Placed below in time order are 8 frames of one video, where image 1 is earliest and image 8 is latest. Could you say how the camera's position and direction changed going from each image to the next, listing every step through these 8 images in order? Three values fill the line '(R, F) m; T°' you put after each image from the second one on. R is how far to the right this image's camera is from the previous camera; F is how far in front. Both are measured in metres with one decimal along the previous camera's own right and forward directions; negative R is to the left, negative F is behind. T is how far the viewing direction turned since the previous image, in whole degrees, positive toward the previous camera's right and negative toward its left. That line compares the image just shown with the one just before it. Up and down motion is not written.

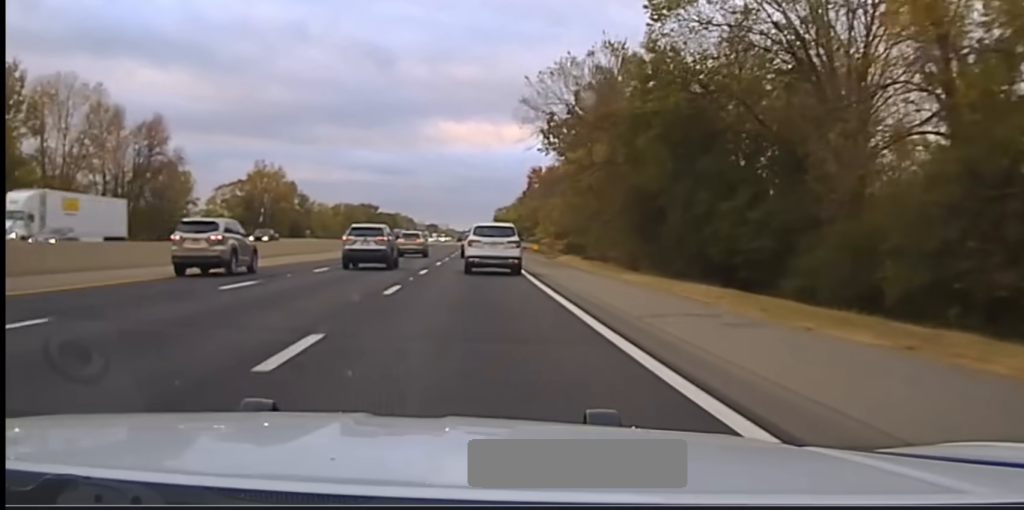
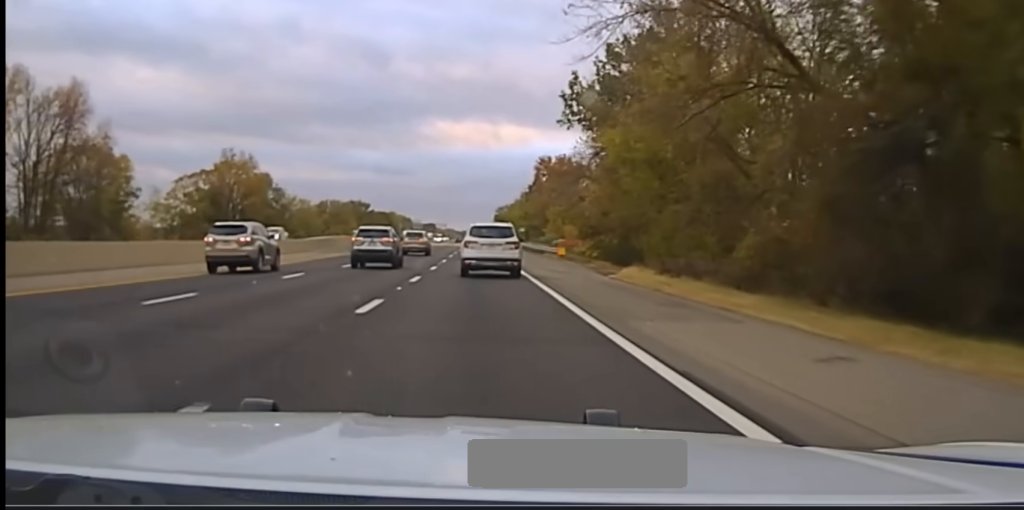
(0.0, +31.8) m; -1°
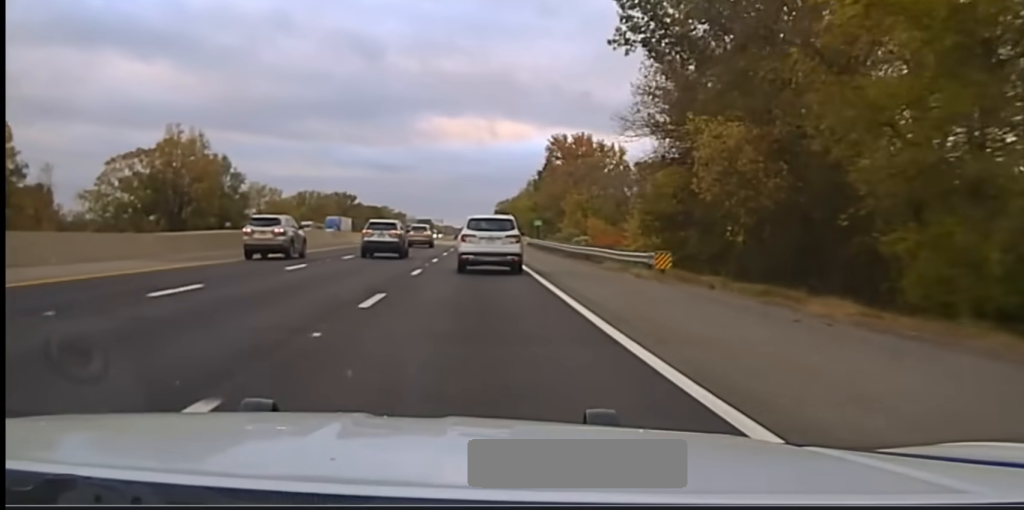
(-0.3, +36.6) m; 0°
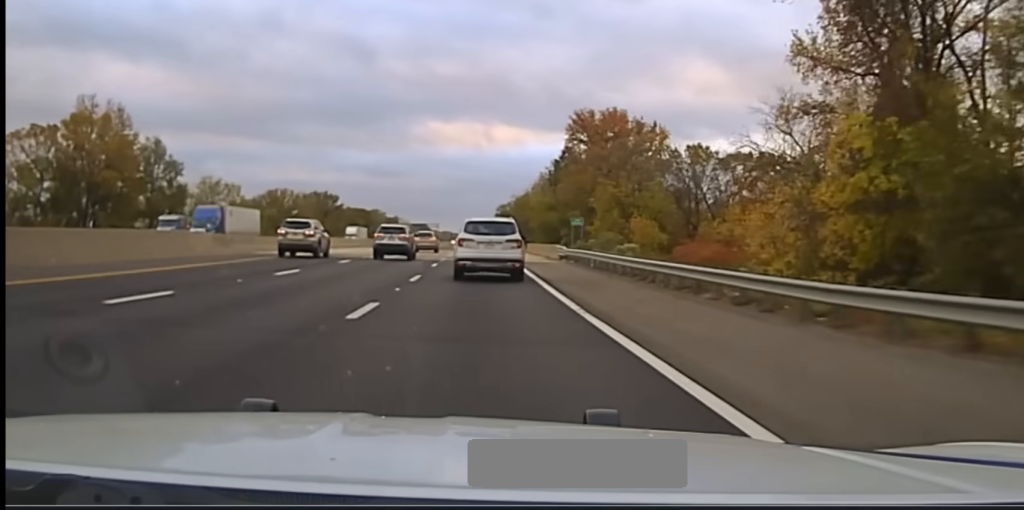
(+0.4, +37.8) m; +1°
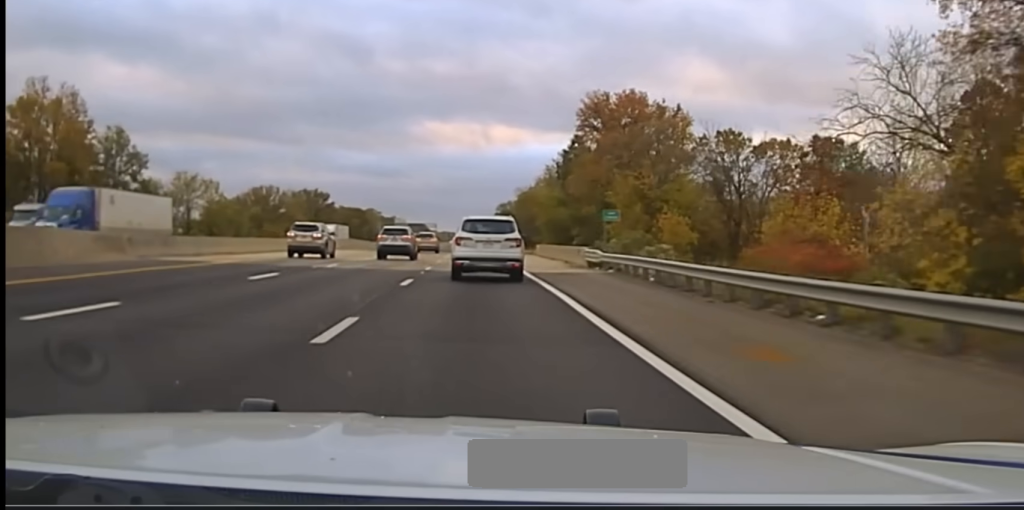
(0.0, +14.3) m; 0°
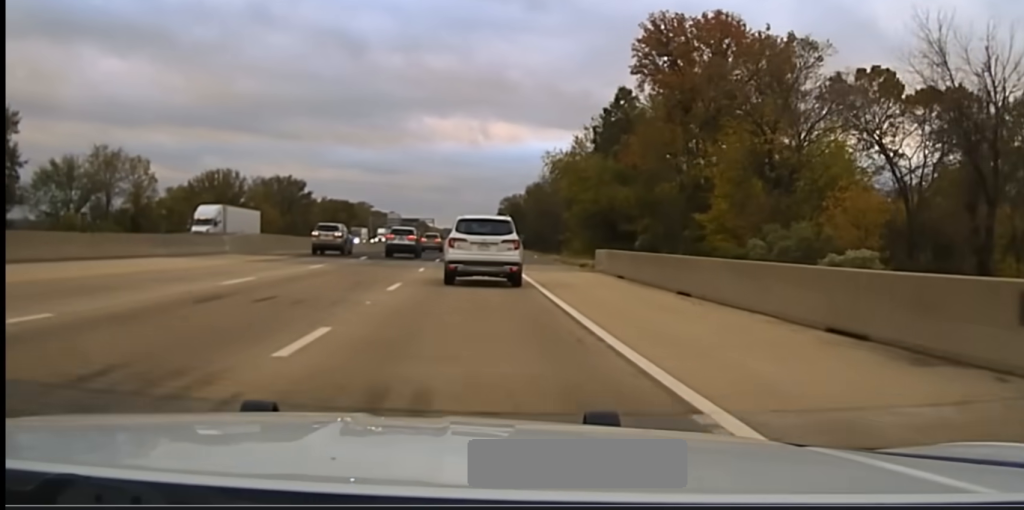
(0.0, +34.0) m; 0°
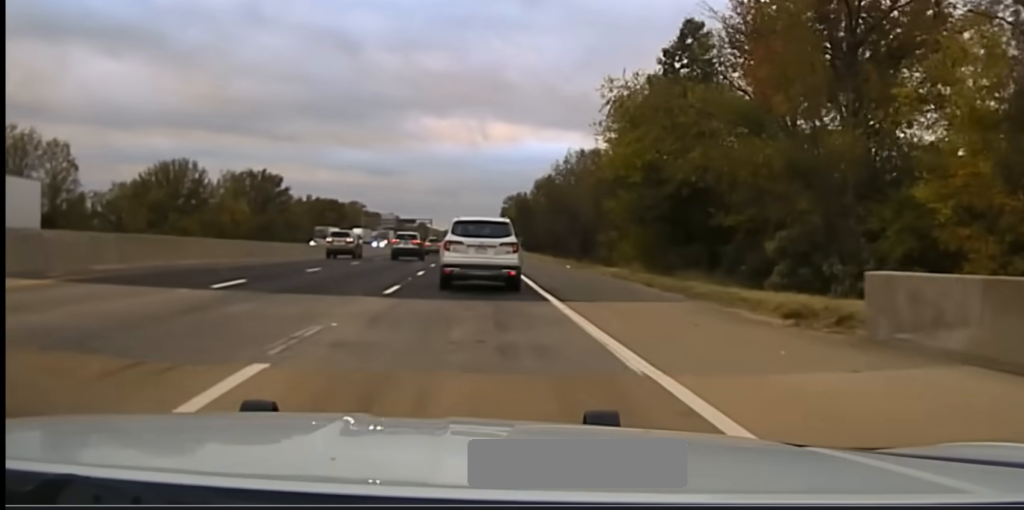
(-0.1, +25.8) m; 0°
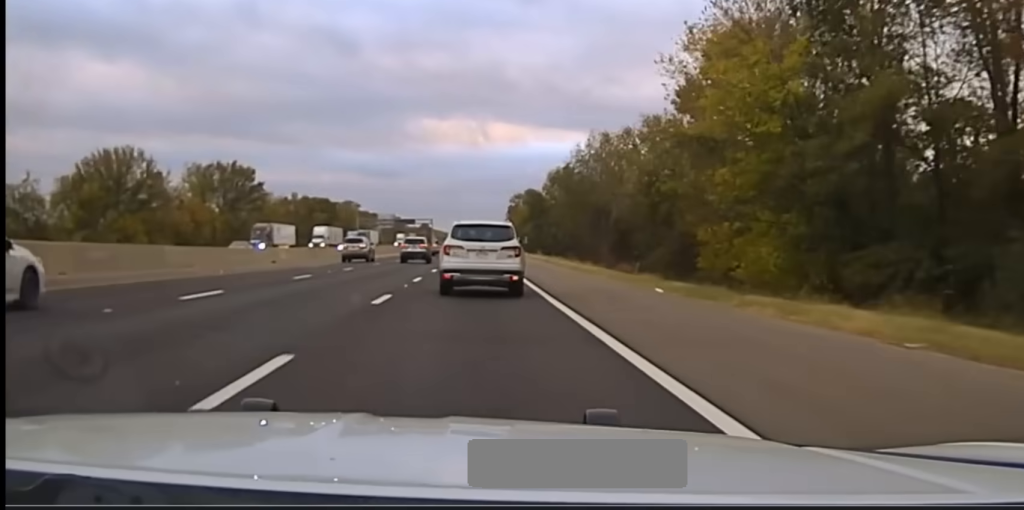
(0.0, +28.3) m; +1°
